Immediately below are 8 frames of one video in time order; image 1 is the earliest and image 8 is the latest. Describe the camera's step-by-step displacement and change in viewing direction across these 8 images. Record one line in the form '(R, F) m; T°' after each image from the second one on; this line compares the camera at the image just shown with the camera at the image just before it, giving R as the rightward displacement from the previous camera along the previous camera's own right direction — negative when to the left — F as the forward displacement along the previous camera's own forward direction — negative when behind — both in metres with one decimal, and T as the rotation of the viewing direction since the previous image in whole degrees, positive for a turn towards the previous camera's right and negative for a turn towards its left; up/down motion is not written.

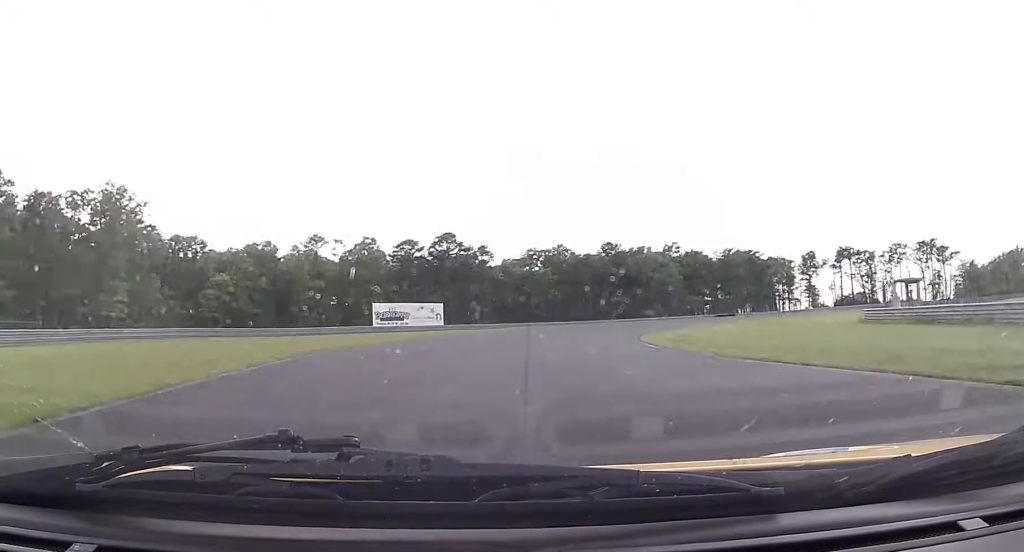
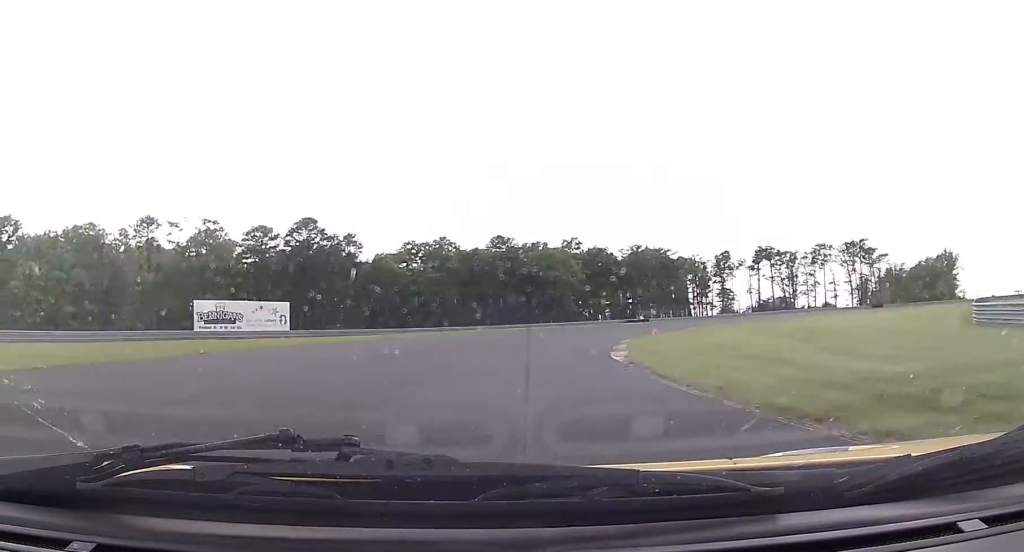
(+0.7, +24.9) m; +6°
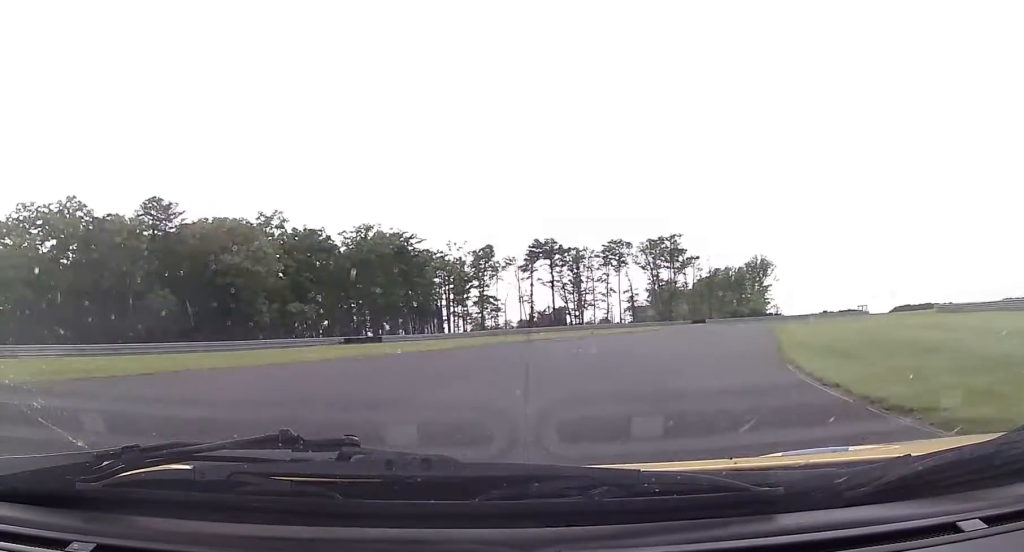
(+10.4, +51.2) m; +25°
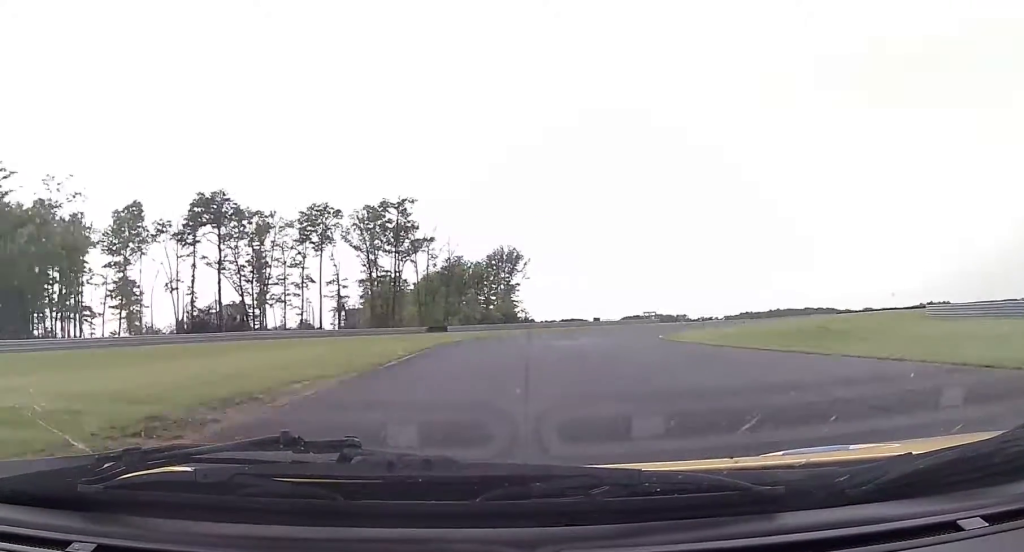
(+10.7, +46.9) m; +24°
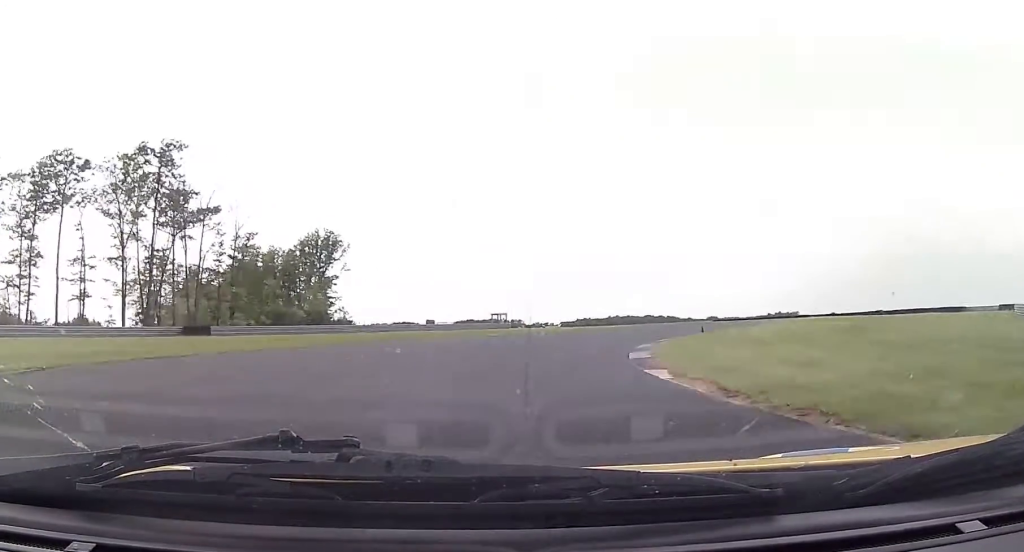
(+4.2, +31.8) m; +15°
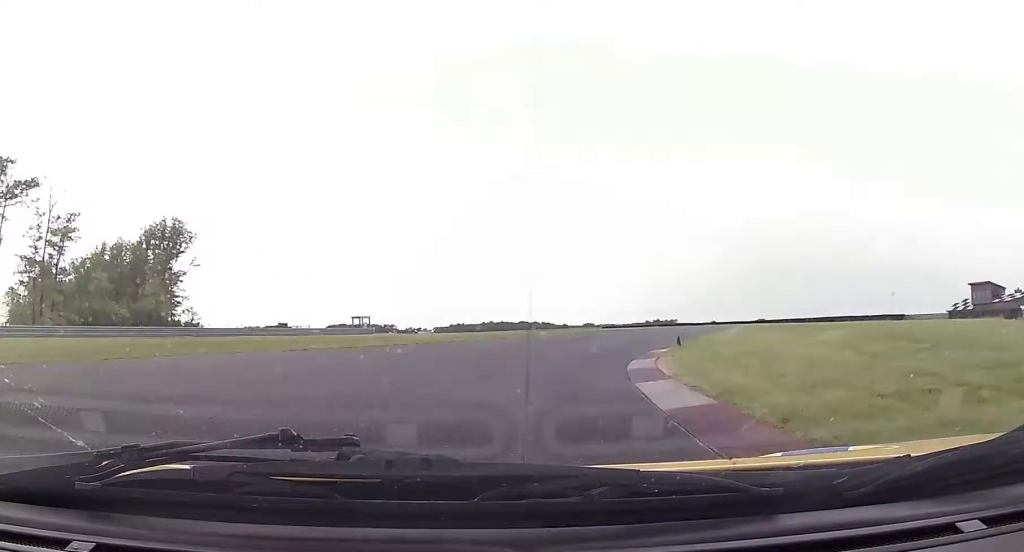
(+0.3, +17.1) m; +8°
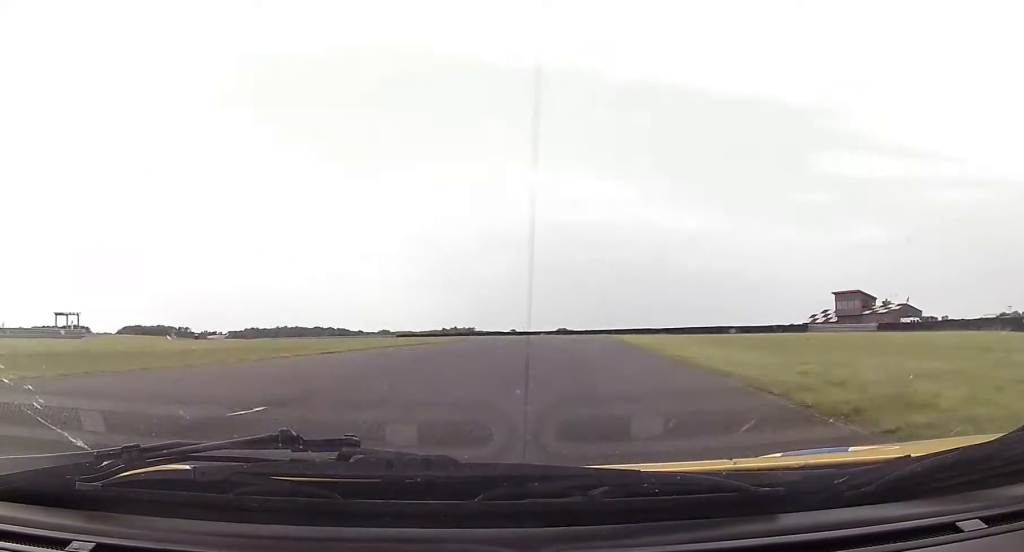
(+3.8, +28.8) m; +13°
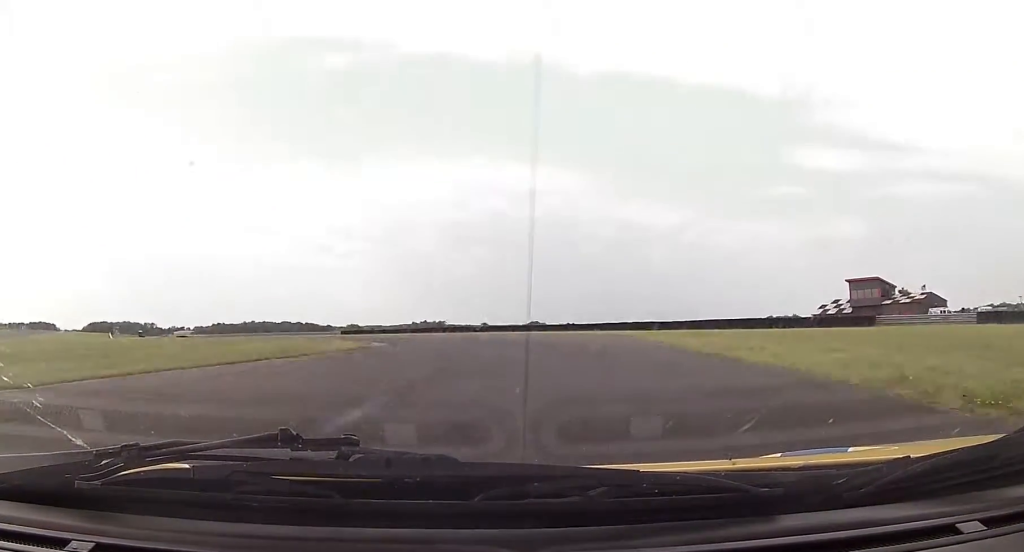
(+2.3, +22.3) m; +2°
